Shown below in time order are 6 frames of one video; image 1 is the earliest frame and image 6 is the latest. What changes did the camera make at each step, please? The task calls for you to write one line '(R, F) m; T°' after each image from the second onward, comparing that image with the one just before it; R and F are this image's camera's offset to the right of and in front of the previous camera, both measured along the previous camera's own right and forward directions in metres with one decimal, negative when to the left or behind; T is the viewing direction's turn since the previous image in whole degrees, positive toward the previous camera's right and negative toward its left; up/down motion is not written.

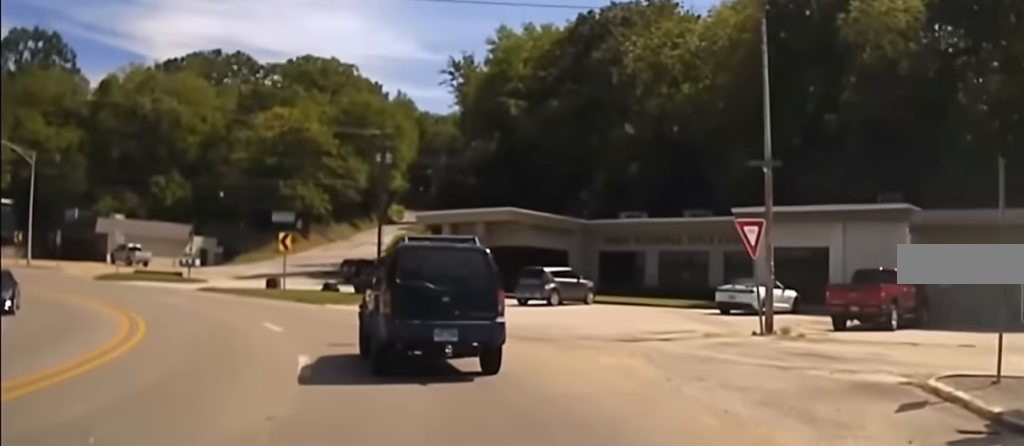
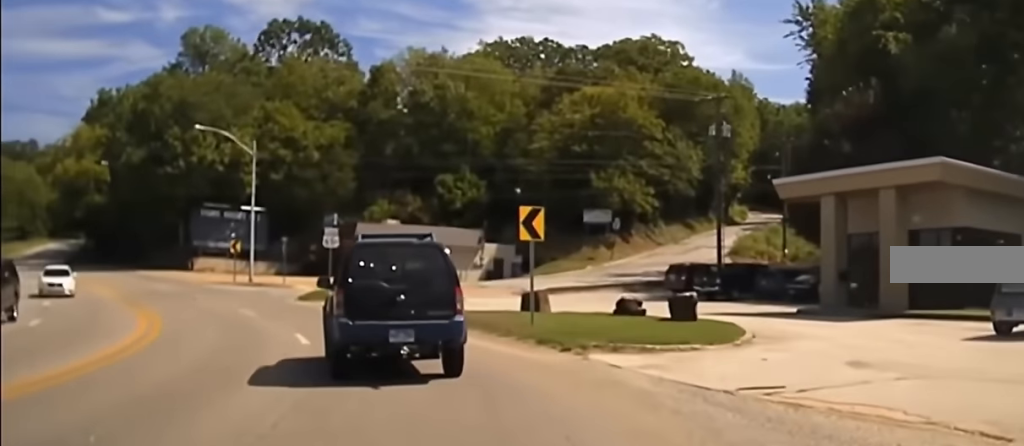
(-1.1, +12.2) m; -14°
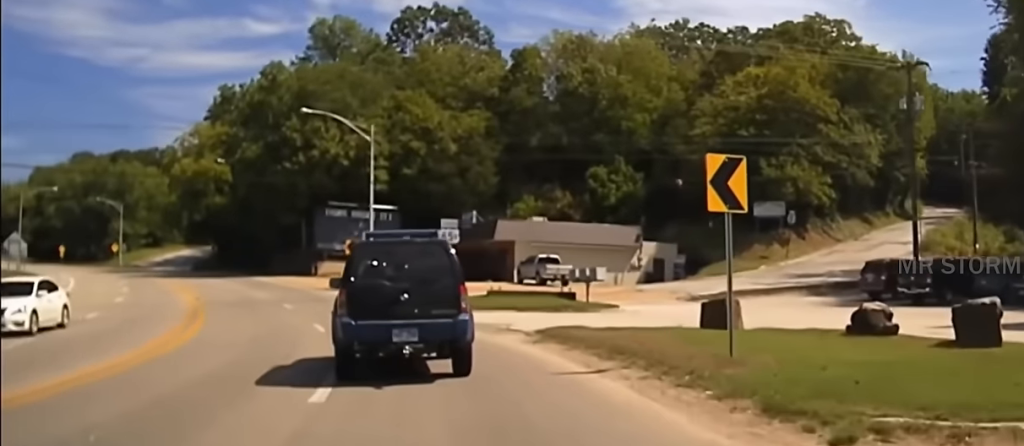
(-1.8, +11.6) m; -13°
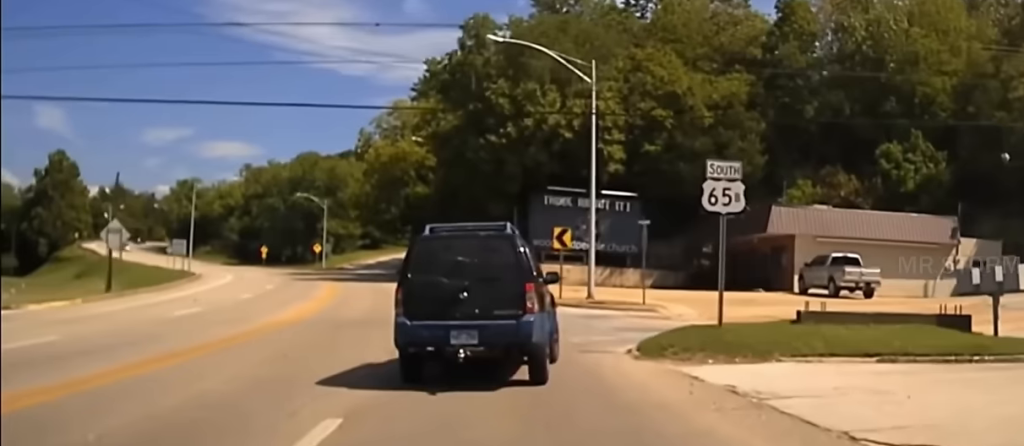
(-1.8, +17.5) m; -11°
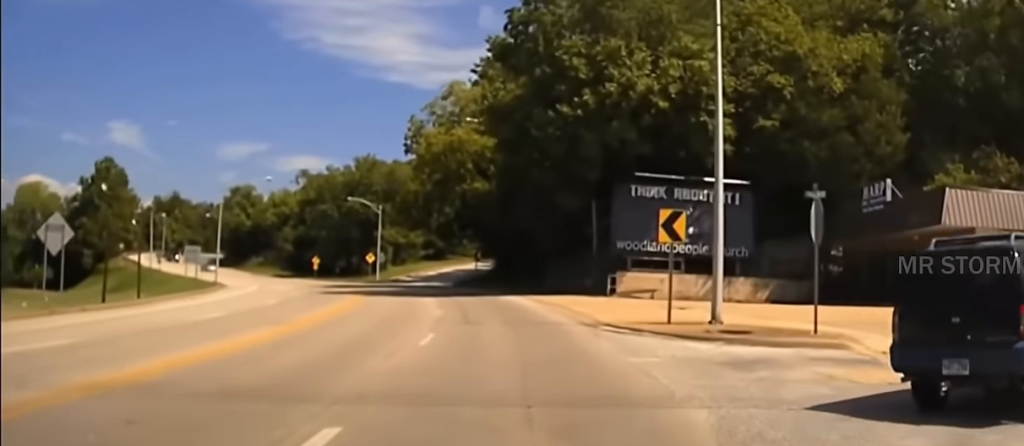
(+0.1, +12.7) m; +15°
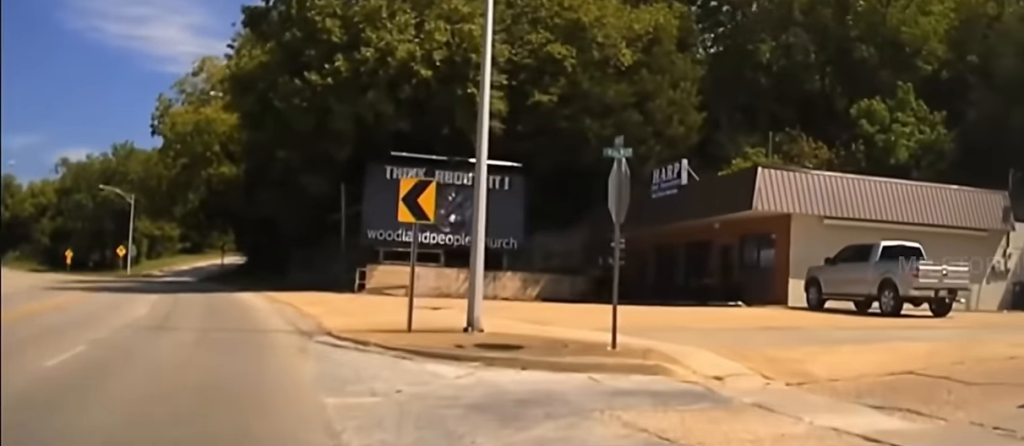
(+0.6, +4.7) m; +24°
